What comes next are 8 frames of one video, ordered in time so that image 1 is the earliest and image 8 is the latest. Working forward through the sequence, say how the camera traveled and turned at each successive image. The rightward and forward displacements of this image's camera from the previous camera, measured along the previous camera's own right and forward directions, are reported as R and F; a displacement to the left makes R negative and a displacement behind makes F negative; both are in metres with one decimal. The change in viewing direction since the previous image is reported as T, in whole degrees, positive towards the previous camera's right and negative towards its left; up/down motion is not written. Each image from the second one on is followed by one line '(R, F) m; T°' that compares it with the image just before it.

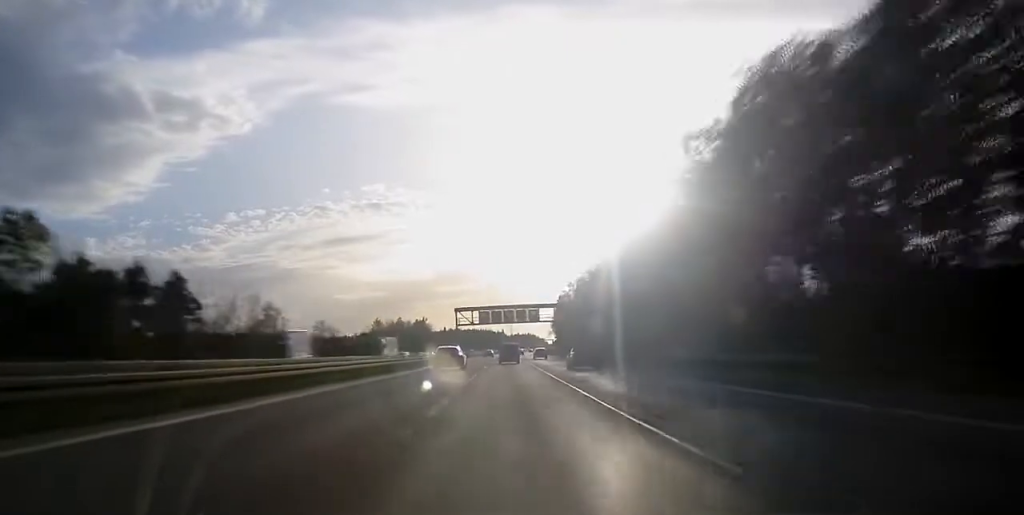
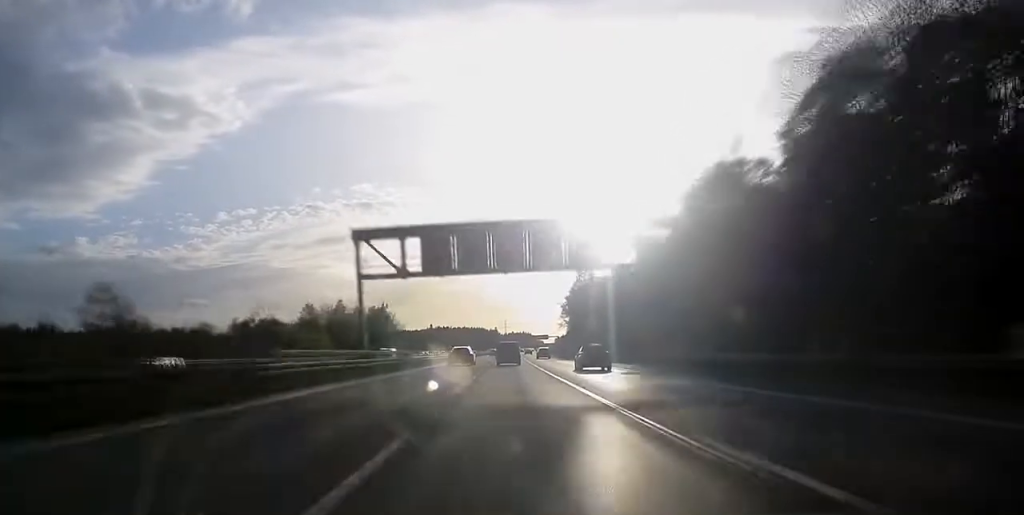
(-2.3, +80.4) m; +1°
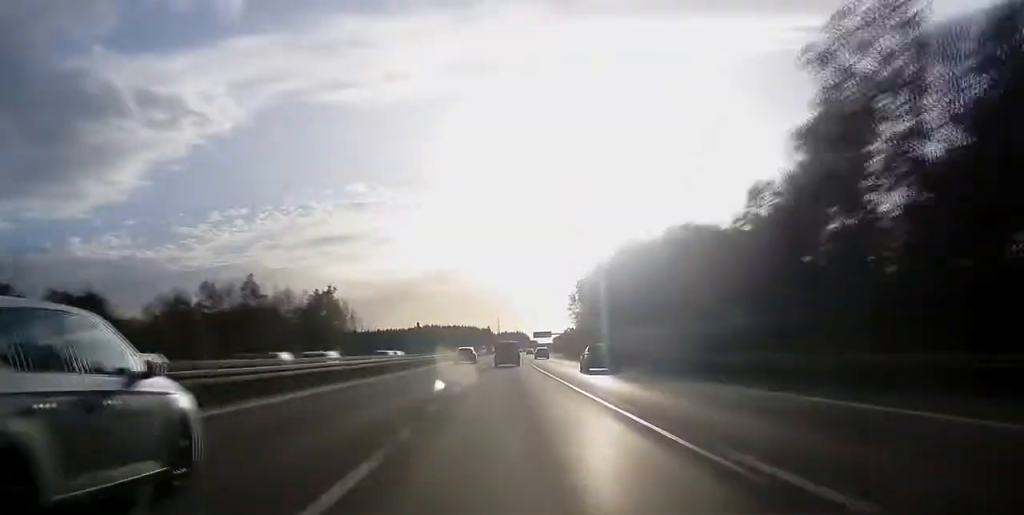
(-2.6, +53.9) m; +2°
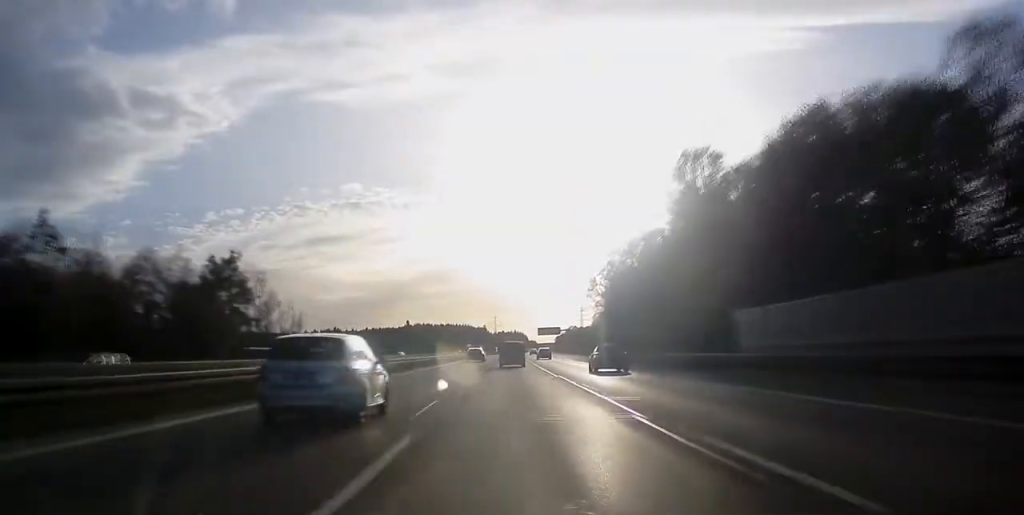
(+7.6, +47.2) m; -2°
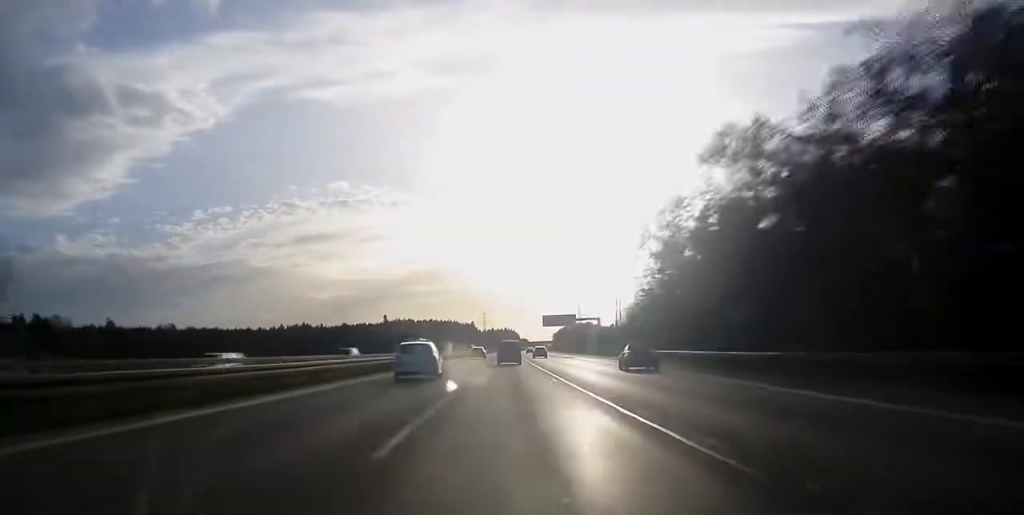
(-3.7, +58.6) m; +1°
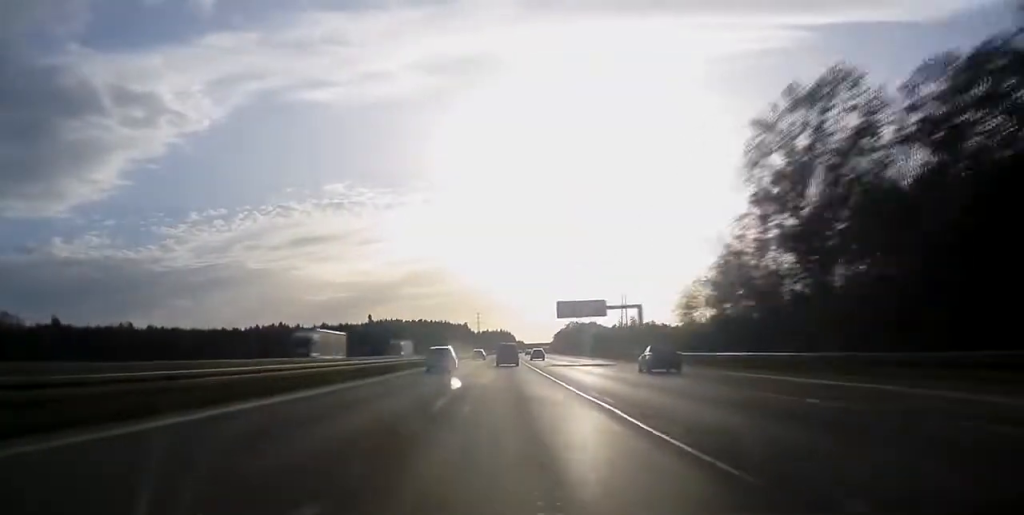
(-9.7, +38.8) m; +2°
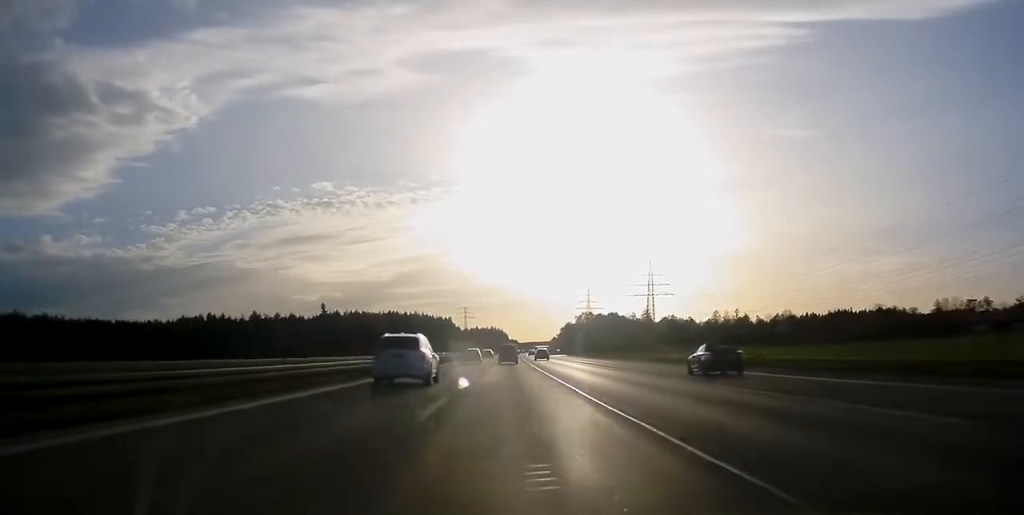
(+22.1, +113.7) m; +7°
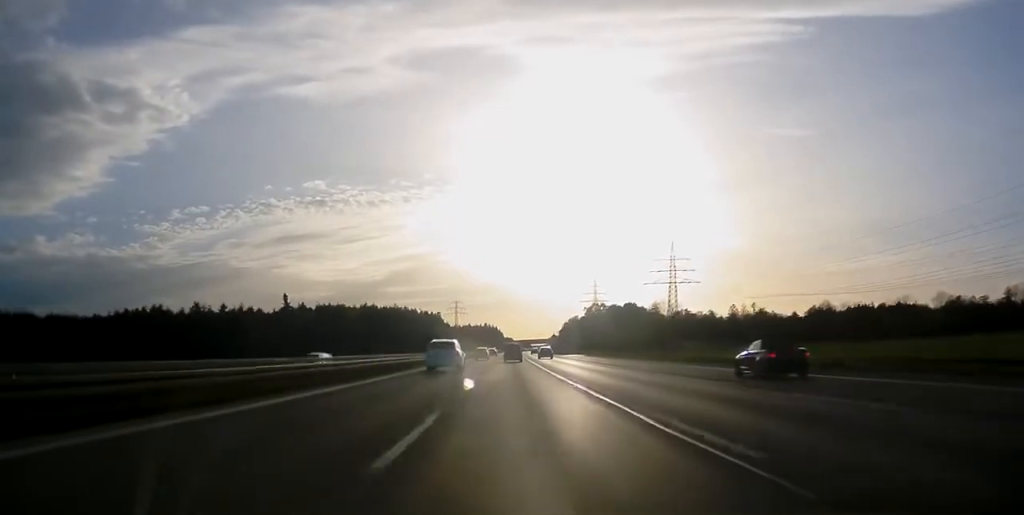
(-3.9, +62.3) m; -3°
